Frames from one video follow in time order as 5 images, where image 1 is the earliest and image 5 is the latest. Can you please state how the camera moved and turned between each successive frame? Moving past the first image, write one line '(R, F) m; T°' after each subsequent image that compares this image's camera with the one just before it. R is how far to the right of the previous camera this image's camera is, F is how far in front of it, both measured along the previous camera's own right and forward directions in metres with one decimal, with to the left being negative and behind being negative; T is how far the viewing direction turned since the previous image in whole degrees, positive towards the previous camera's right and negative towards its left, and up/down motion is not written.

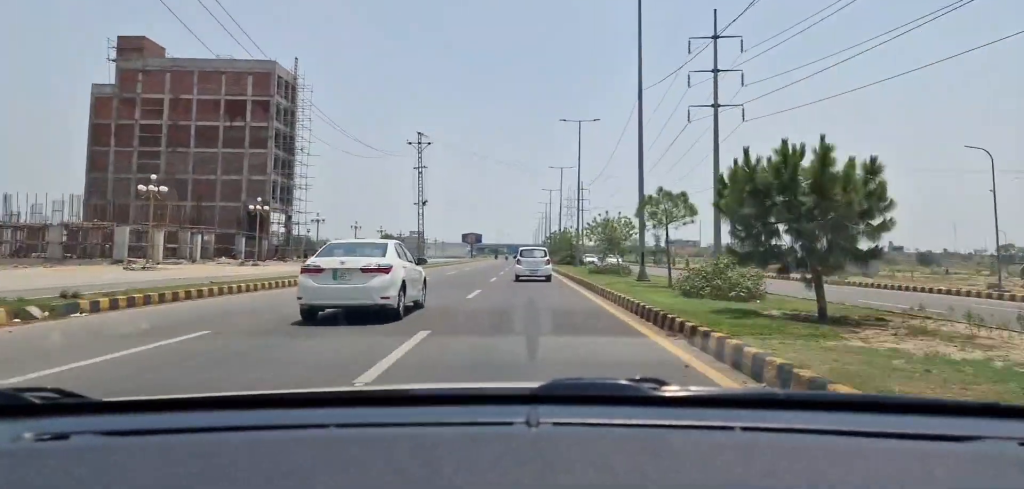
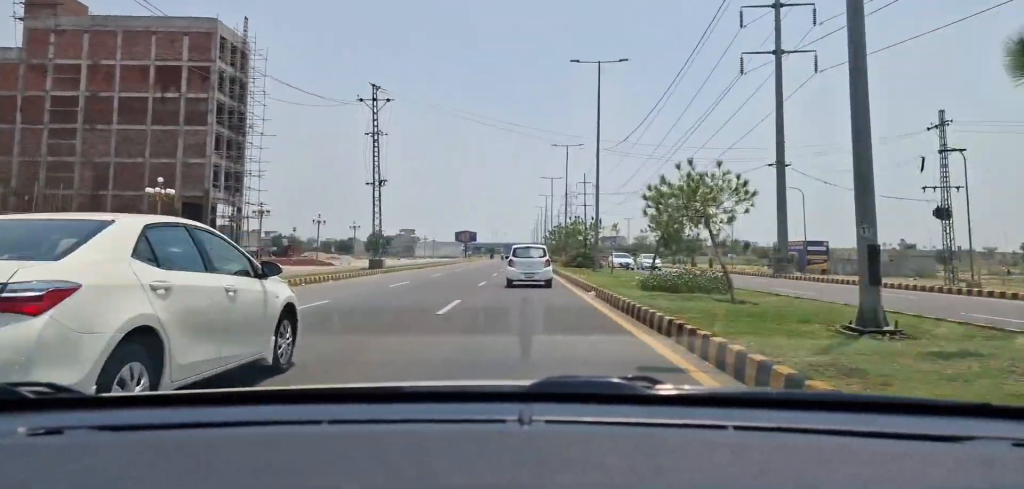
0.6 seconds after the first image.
(+0.1, +17.0) m; 0°
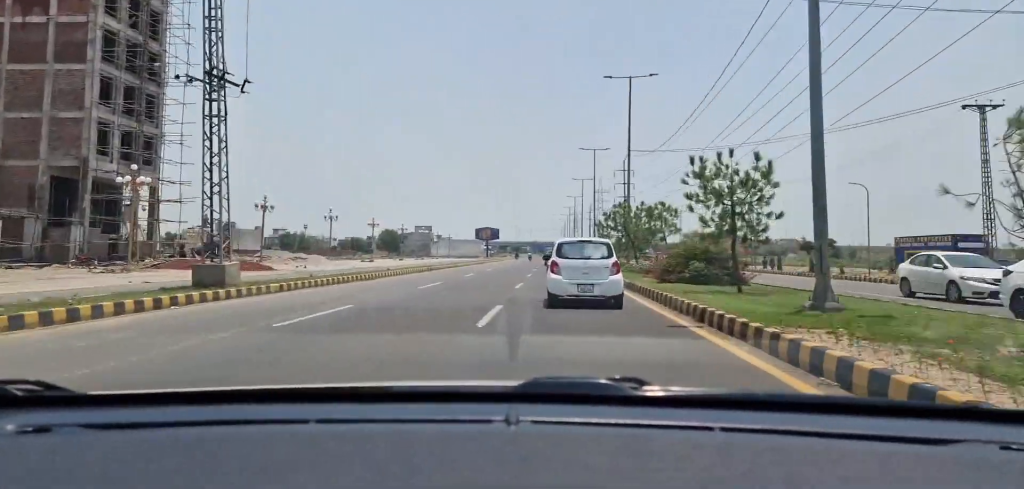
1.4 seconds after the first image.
(-0.2, +26.4) m; -2°
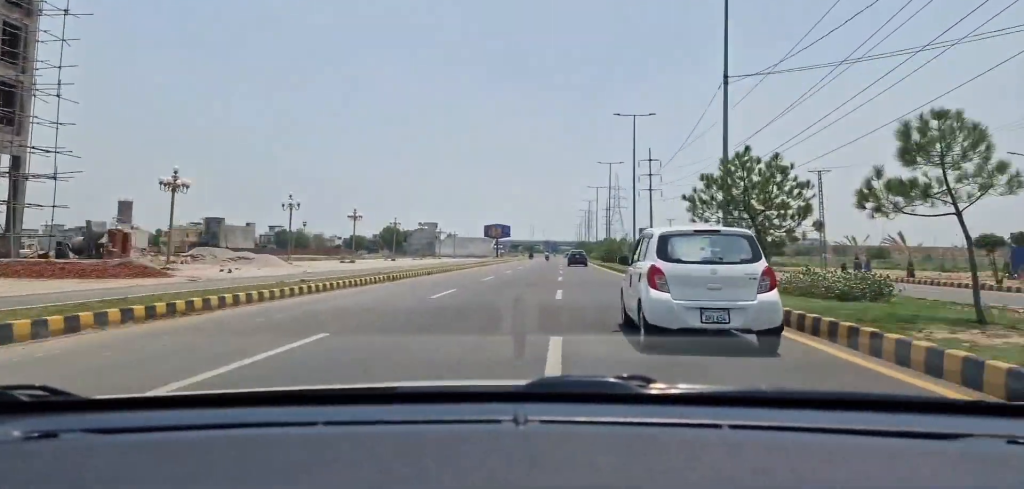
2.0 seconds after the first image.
(-0.1, +18.0) m; -1°
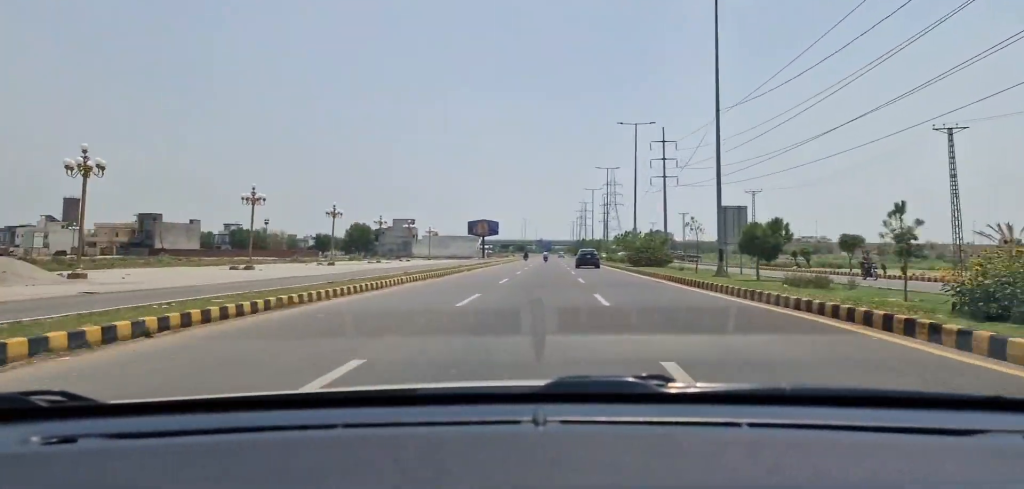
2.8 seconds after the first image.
(-1.0, +26.1) m; +1°
